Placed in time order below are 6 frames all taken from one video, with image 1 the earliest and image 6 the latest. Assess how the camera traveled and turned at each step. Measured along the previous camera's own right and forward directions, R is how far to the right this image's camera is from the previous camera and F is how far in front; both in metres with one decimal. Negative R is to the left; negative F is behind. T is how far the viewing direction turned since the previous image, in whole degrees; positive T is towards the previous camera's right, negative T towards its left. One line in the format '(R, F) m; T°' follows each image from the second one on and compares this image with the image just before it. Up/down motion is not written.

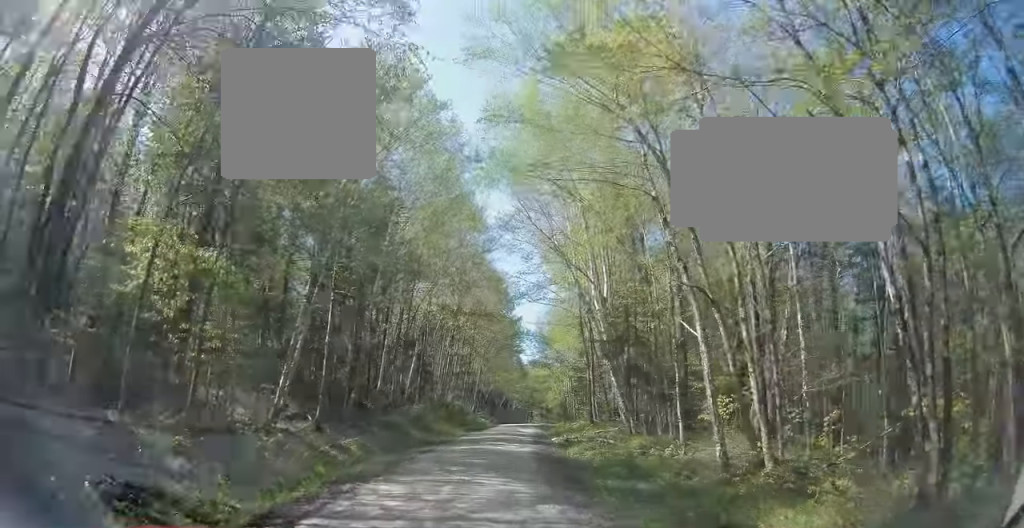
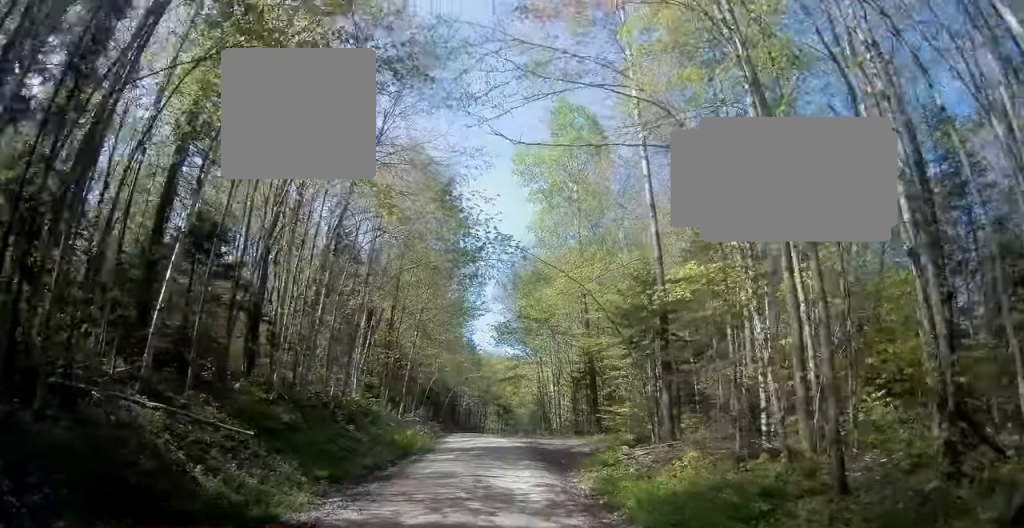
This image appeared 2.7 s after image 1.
(+1.7, +29.1) m; +5°
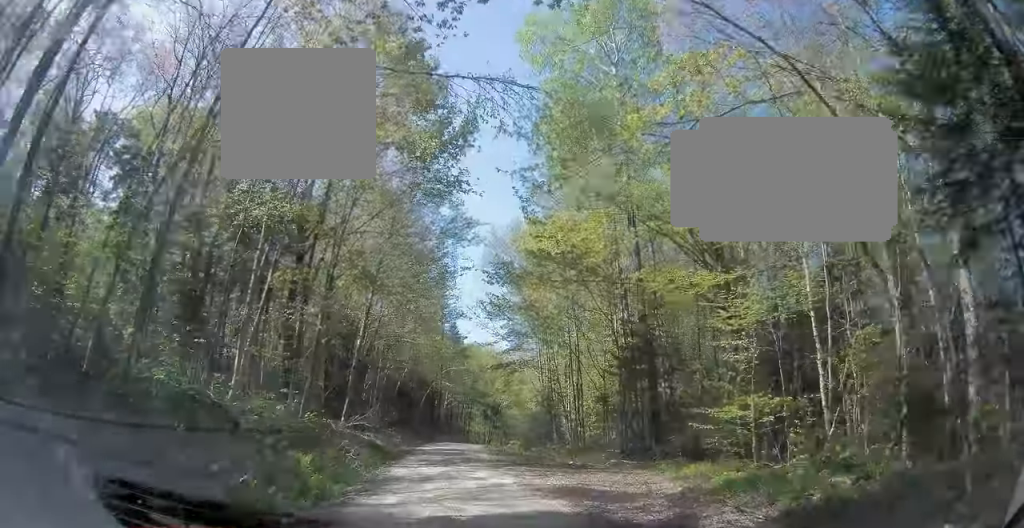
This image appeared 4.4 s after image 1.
(+0.2, +17.6) m; +2°
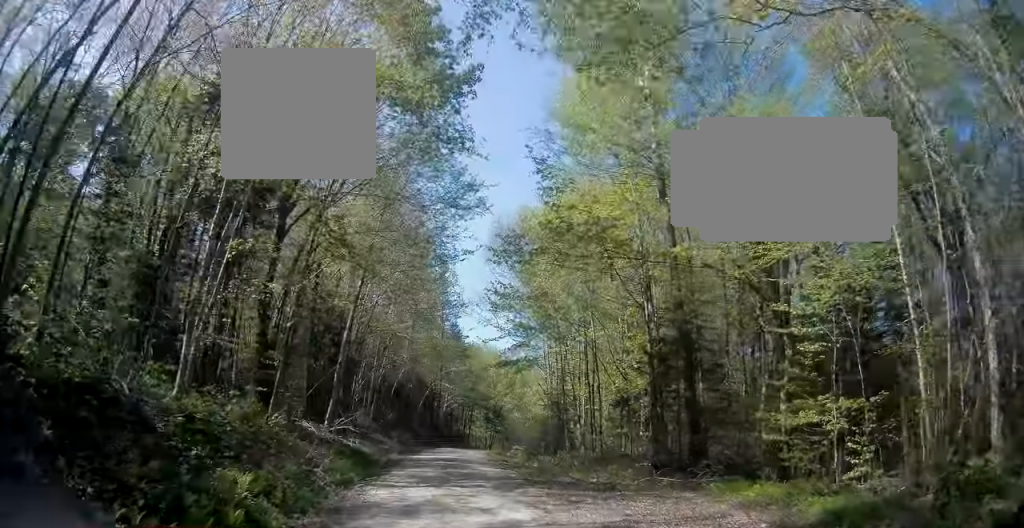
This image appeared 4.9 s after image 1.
(0.0, +3.9) m; +1°
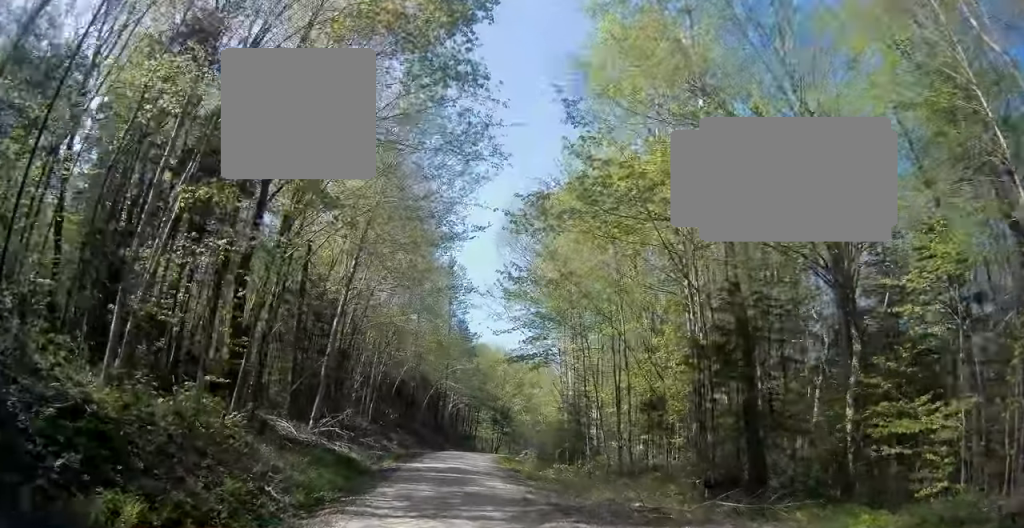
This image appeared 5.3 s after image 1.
(0.0, +3.9) m; 0°
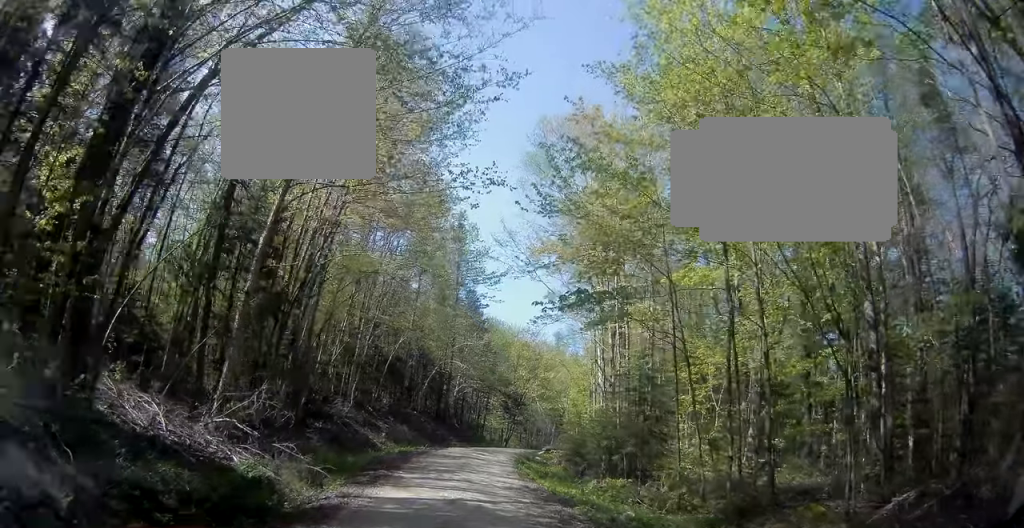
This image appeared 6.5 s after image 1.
(-0.1, +10.5) m; -1°
